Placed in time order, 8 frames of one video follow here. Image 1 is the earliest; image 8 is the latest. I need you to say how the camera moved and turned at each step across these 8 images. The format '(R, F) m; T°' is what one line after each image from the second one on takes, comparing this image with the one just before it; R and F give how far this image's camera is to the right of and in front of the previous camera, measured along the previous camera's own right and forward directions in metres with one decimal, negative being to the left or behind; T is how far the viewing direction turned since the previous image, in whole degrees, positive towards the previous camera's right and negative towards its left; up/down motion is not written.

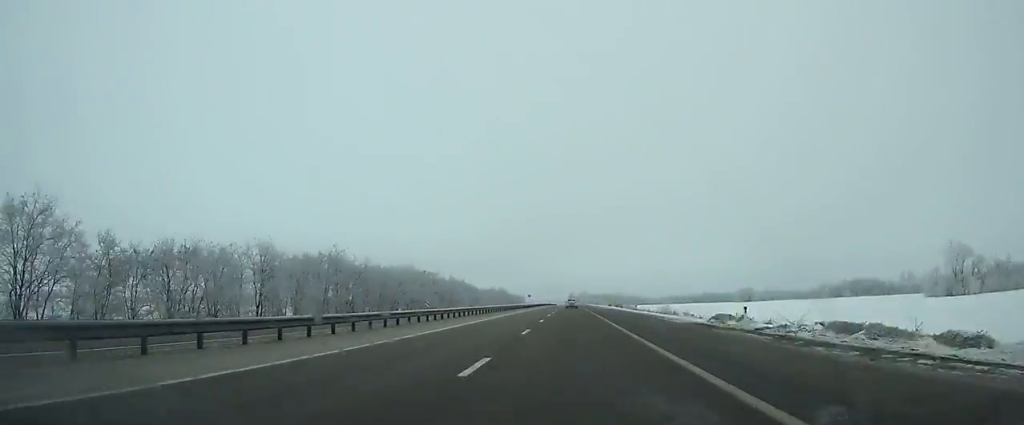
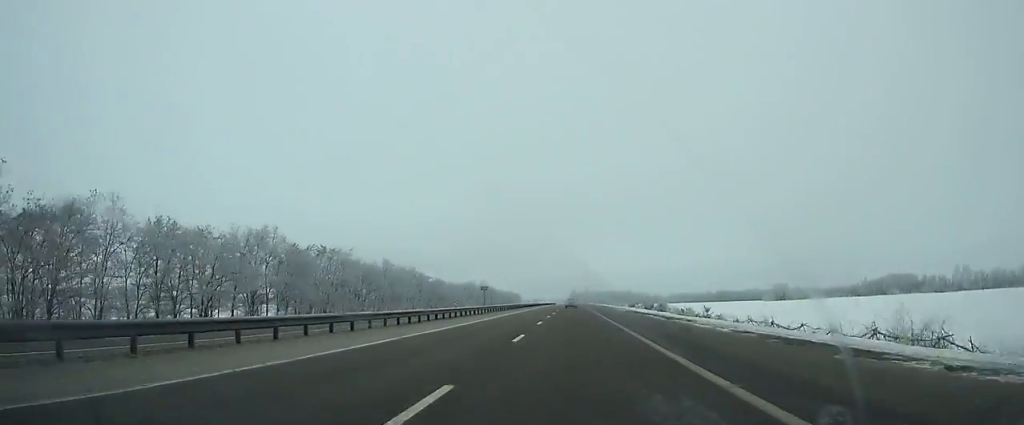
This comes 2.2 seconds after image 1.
(-0.1, +68.6) m; 0°
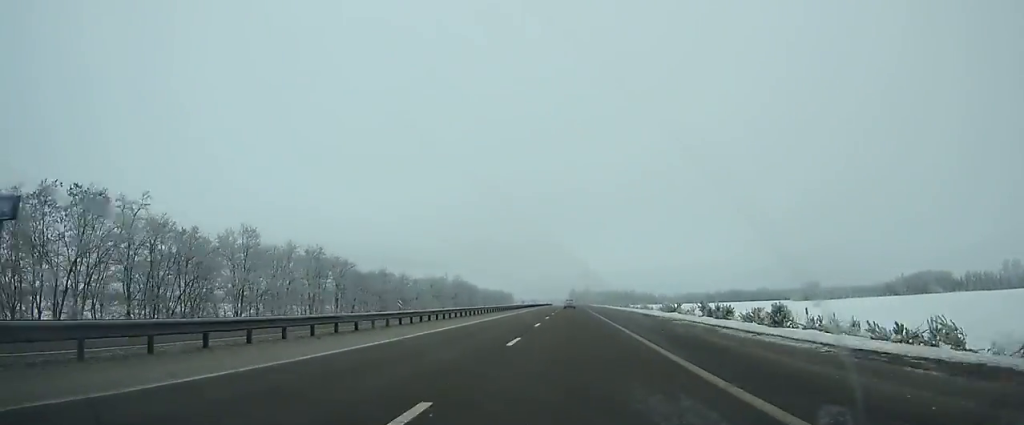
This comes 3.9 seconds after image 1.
(+0.1, +53.9) m; 0°
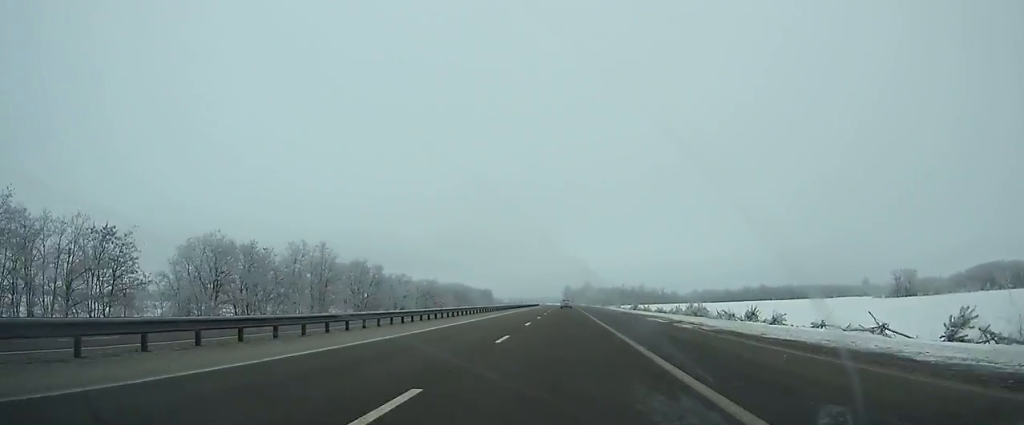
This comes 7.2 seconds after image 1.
(+0.2, +104.6) m; 0°
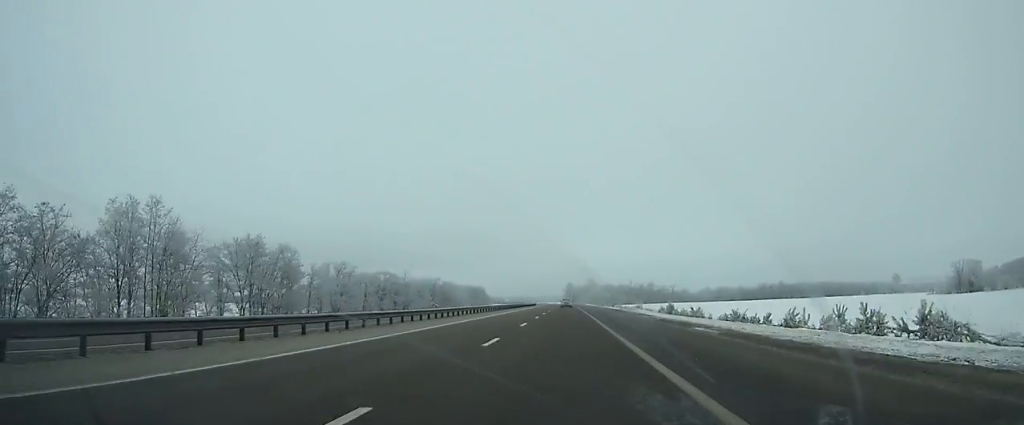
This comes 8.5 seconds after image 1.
(+0.1, +40.6) m; 0°
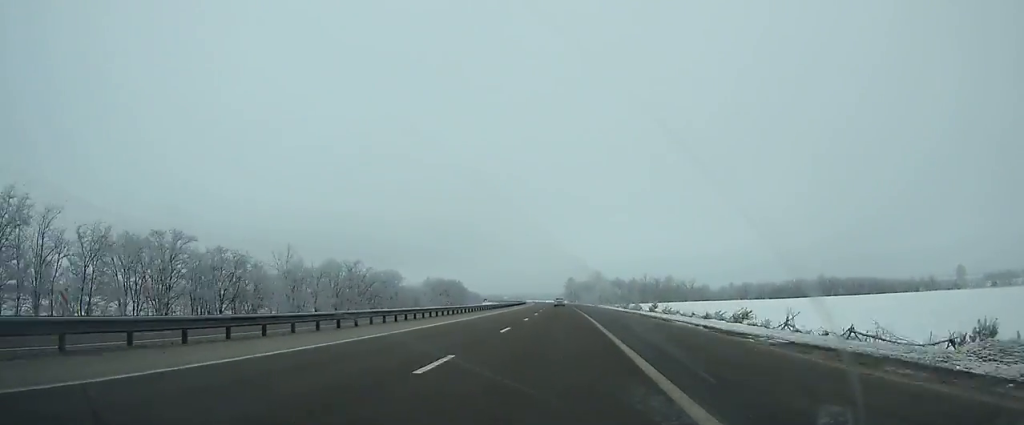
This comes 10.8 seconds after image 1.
(-0.4, +70.1) m; -1°
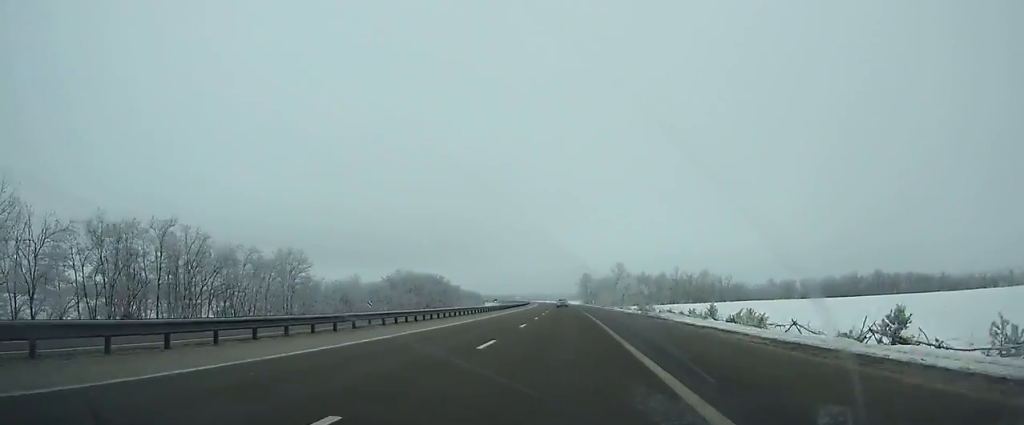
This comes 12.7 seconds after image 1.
(-0.4, +57.2) m; -1°
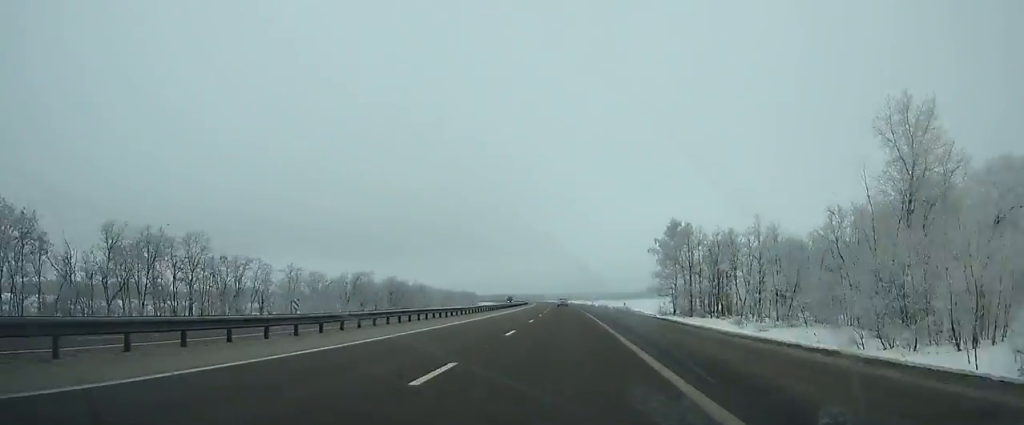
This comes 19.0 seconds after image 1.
(-6.6, +190.2) m; -4°
